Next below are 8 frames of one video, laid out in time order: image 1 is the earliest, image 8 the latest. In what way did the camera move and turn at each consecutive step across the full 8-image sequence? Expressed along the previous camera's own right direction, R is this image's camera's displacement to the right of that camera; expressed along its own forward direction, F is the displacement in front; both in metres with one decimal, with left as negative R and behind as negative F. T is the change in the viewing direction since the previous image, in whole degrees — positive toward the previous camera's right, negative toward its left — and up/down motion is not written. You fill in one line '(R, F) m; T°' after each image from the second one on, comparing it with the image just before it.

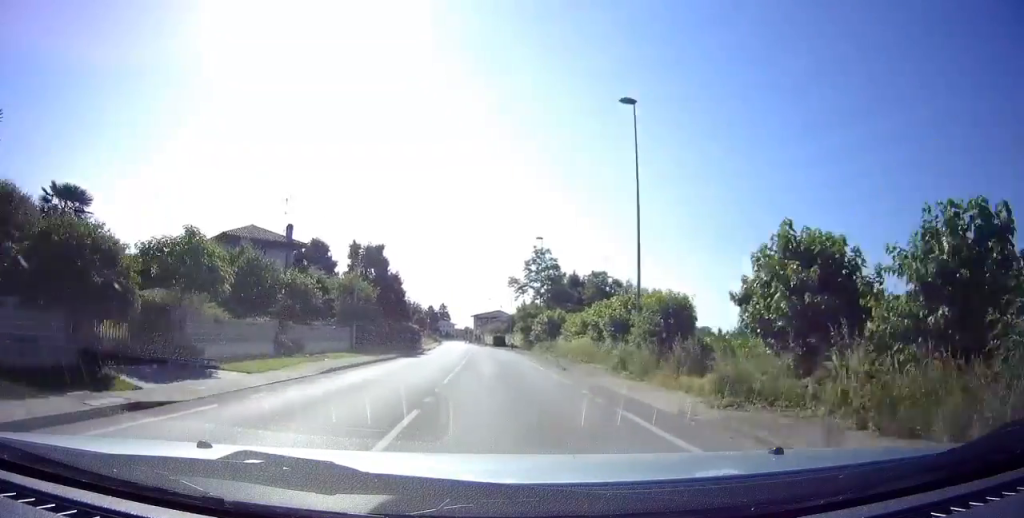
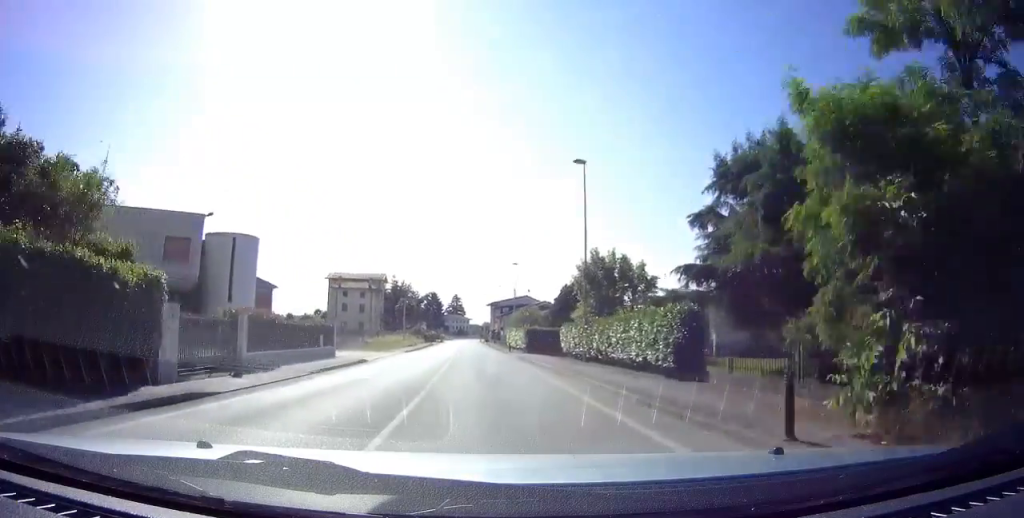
(-1.7, +49.6) m; -4°
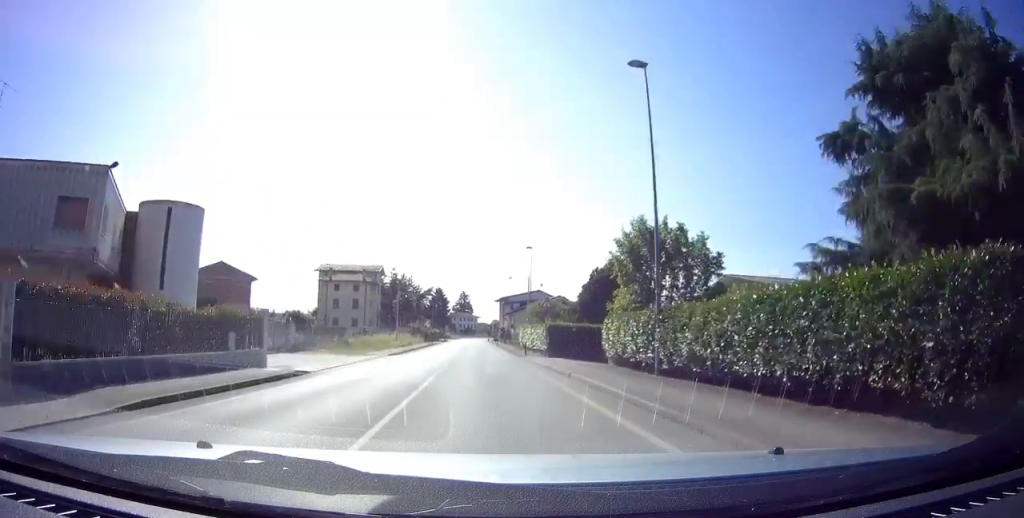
(-0.1, +10.1) m; -1°
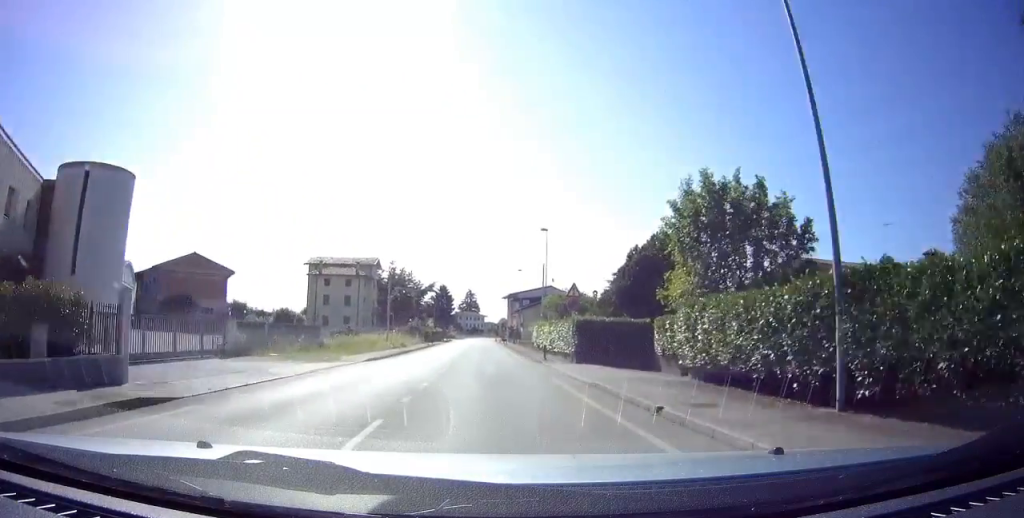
(0.0, +8.4) m; 0°
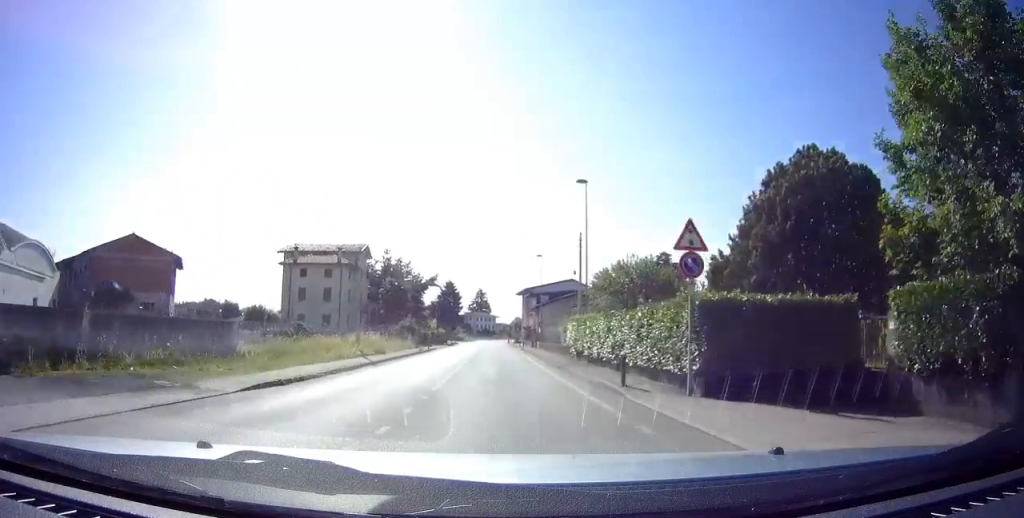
(0.0, +13.9) m; 0°
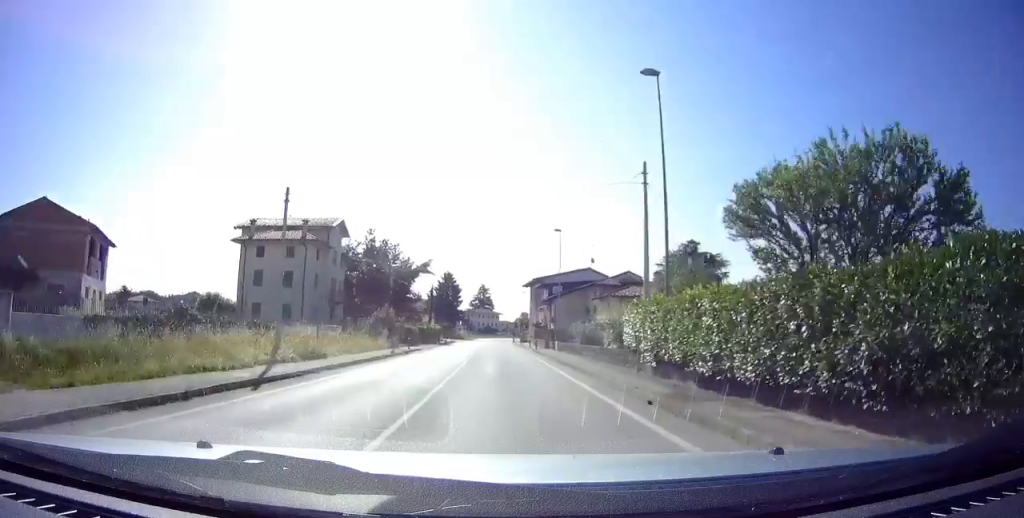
(0.0, +13.9) m; 0°
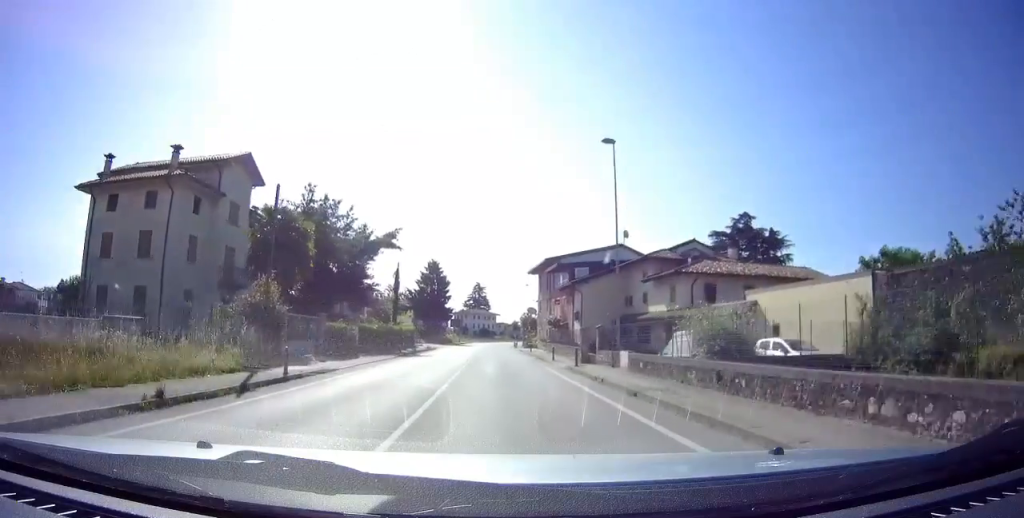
(0.0, +20.5) m; 0°
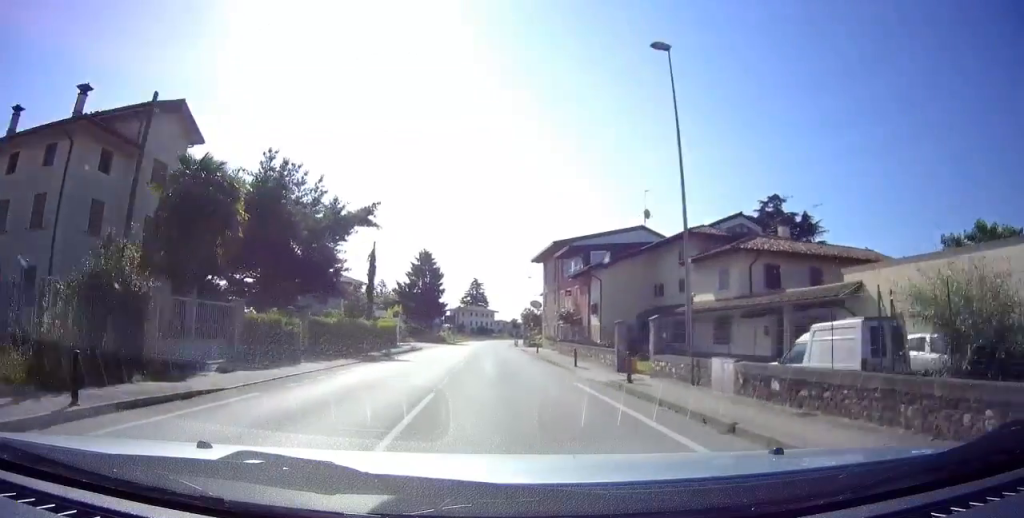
(0.0, +8.3) m; 0°
